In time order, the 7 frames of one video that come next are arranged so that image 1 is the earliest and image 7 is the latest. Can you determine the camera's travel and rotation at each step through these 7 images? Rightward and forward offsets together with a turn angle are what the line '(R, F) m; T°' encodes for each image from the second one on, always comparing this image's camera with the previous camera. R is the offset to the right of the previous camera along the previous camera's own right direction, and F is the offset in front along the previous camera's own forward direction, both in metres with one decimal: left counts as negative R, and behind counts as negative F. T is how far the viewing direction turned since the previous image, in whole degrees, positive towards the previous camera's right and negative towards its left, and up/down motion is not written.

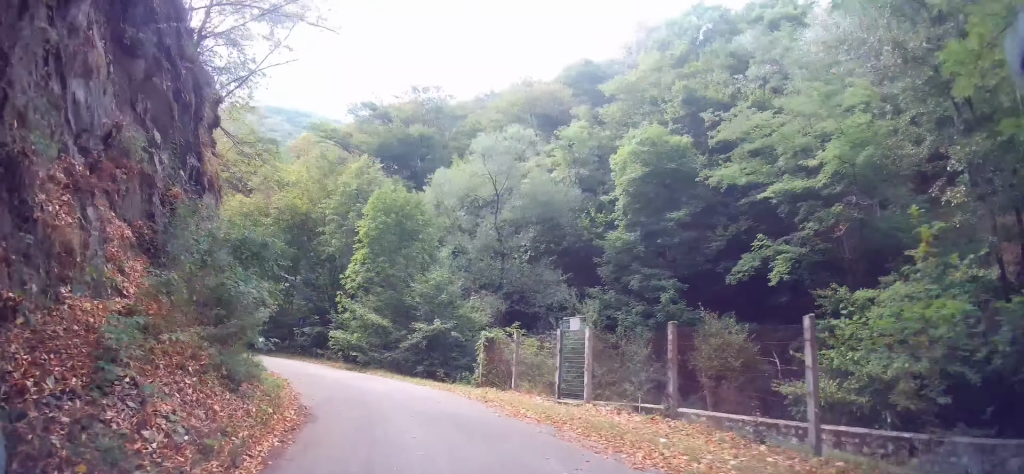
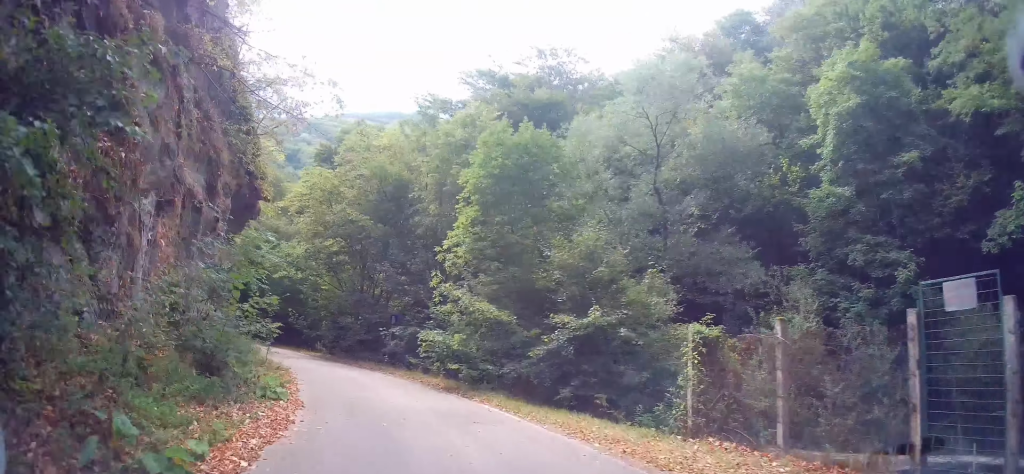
(-0.4, +8.4) m; -11°
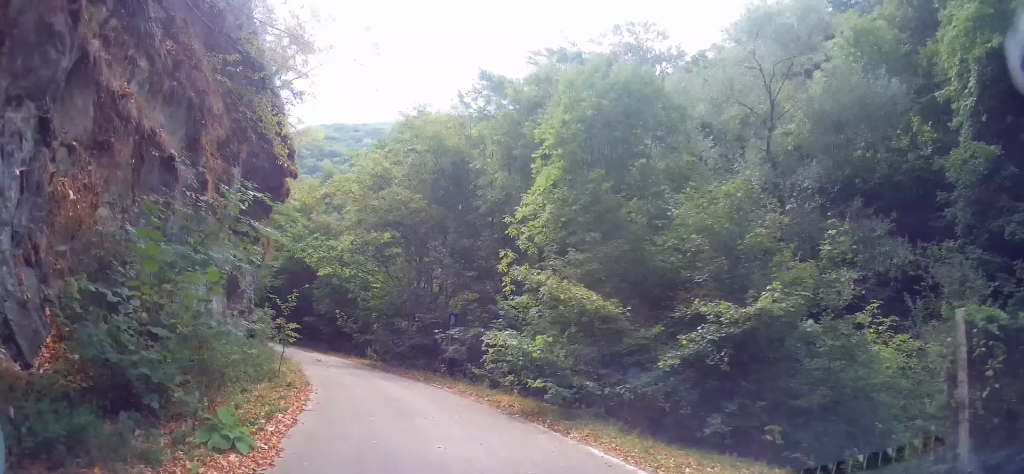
(-0.6, +4.7) m; -7°
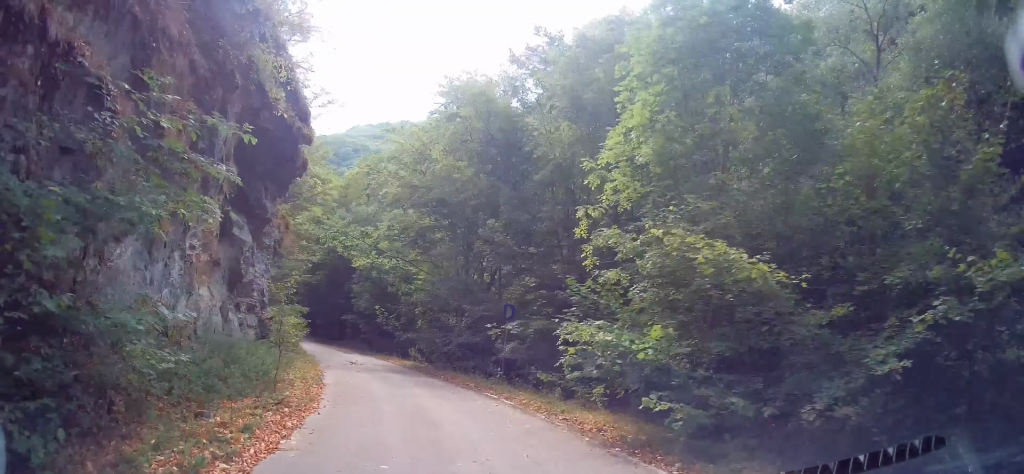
(-0.3, +3.7) m; -6°
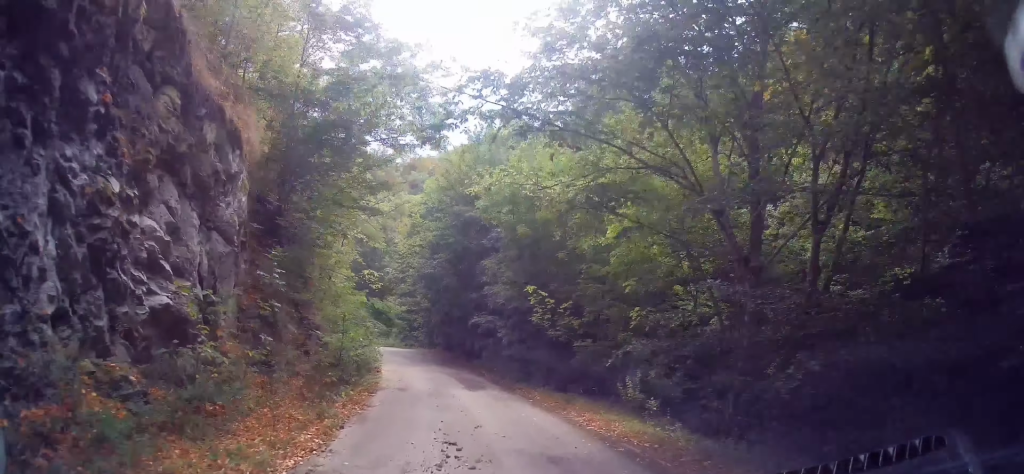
(-2.2, +14.6) m; -17°
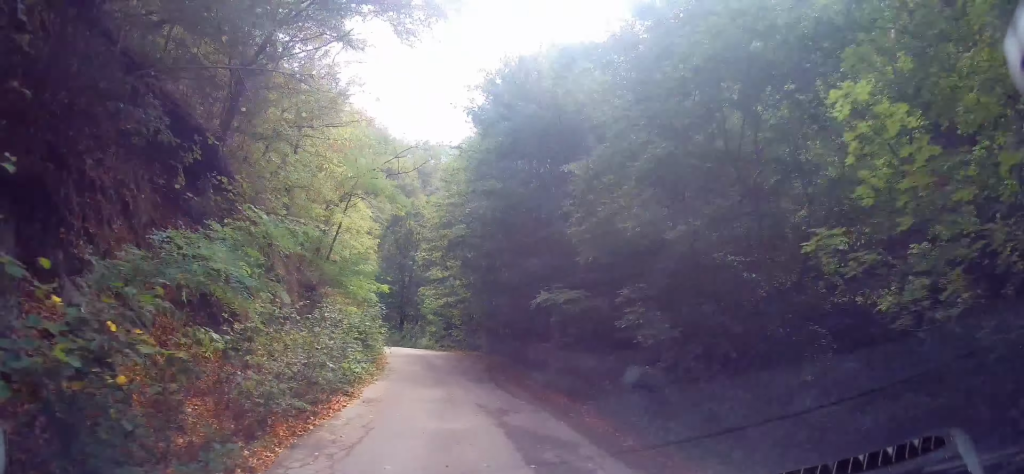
(-0.2, +9.4) m; -2°
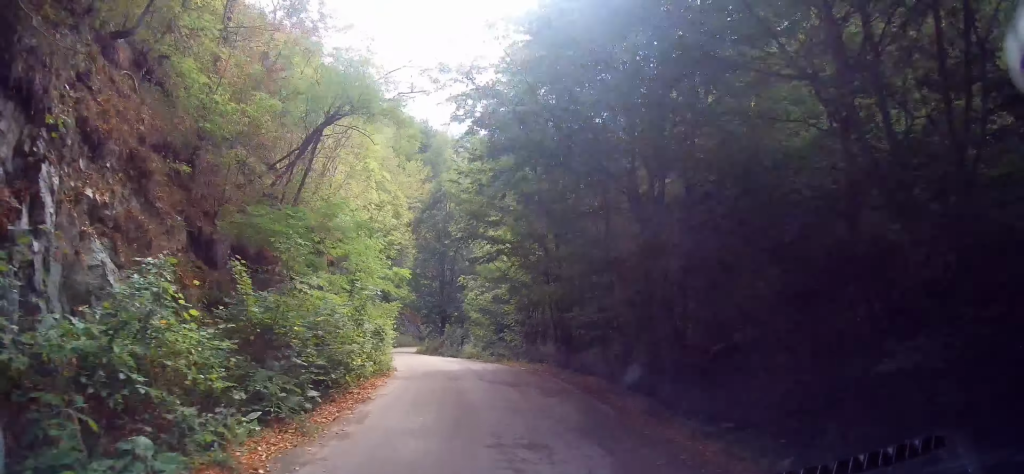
(-0.3, +10.7) m; -5°
